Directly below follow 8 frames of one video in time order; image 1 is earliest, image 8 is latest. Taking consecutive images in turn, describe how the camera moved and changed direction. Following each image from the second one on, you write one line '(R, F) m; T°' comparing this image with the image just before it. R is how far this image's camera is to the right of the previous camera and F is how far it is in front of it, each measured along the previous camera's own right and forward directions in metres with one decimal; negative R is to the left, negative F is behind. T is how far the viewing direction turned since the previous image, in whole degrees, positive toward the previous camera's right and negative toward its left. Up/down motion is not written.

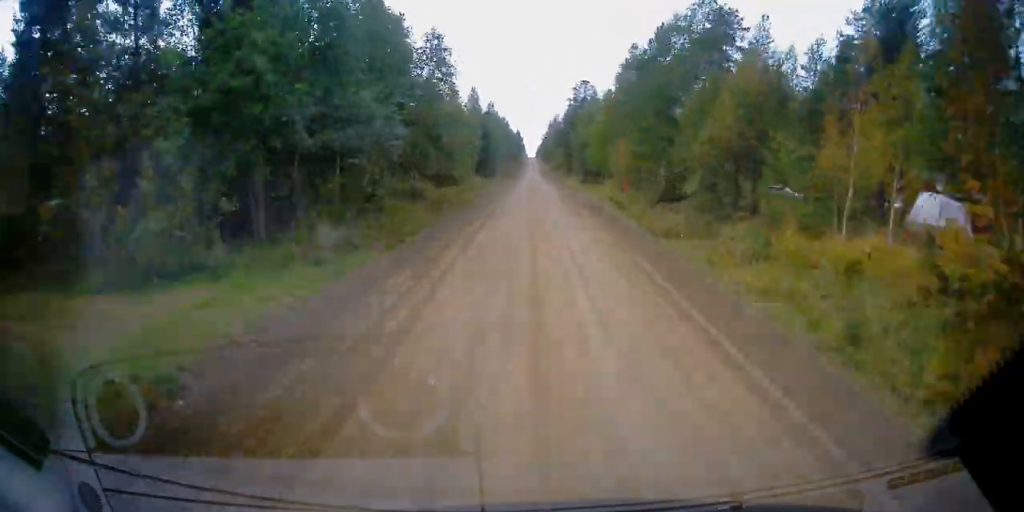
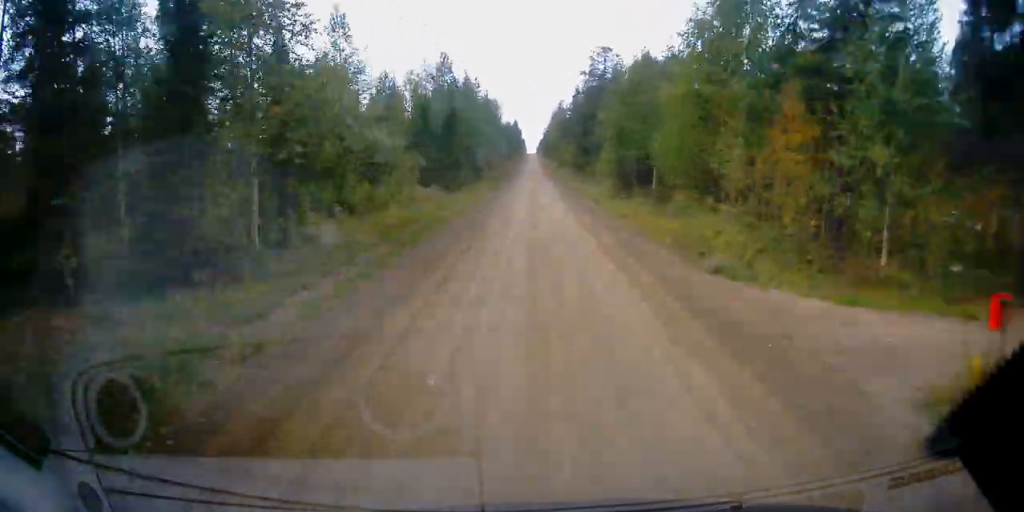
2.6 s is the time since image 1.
(-0.1, +29.8) m; 0°
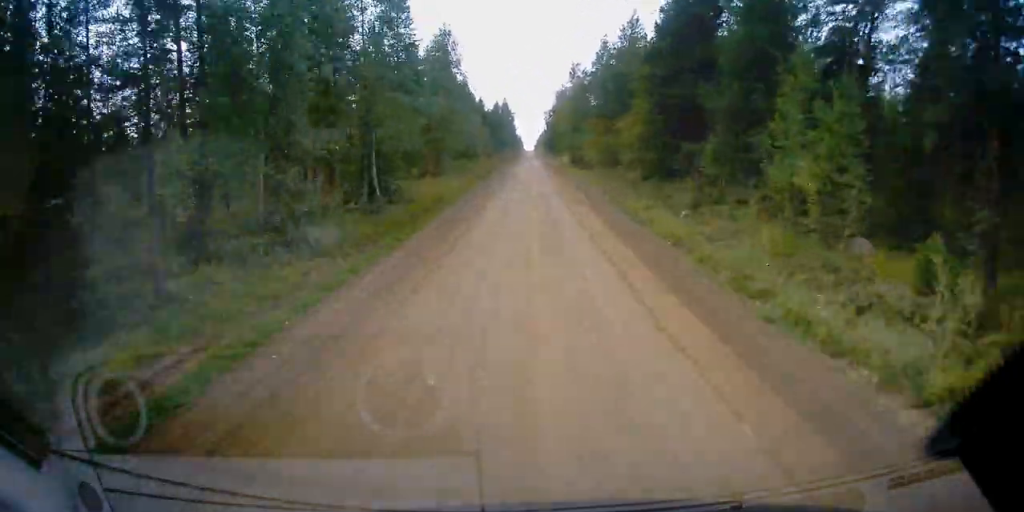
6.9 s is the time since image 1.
(-0.2, +50.3) m; 0°
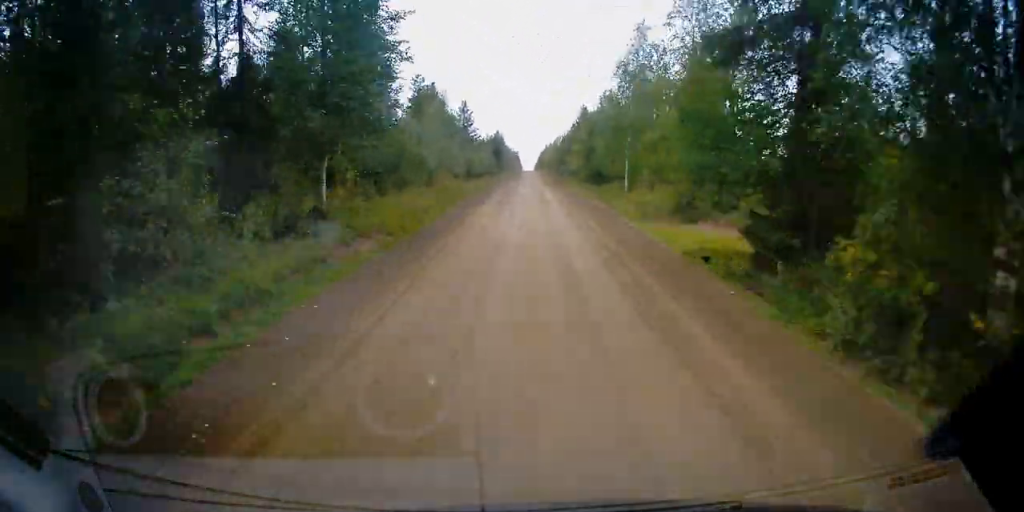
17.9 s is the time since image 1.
(+0.7, +126.6) m; +1°
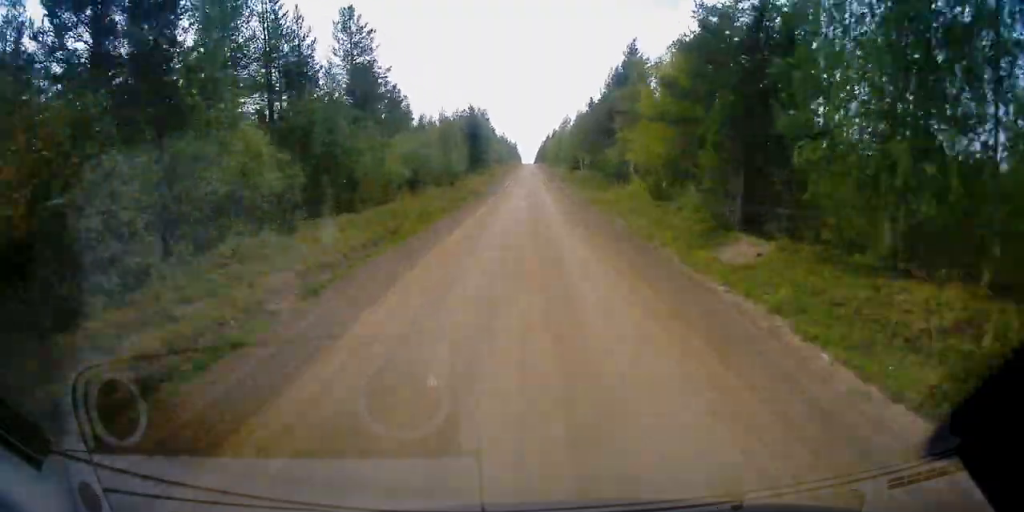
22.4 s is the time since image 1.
(-0.1, +51.2) m; 0°
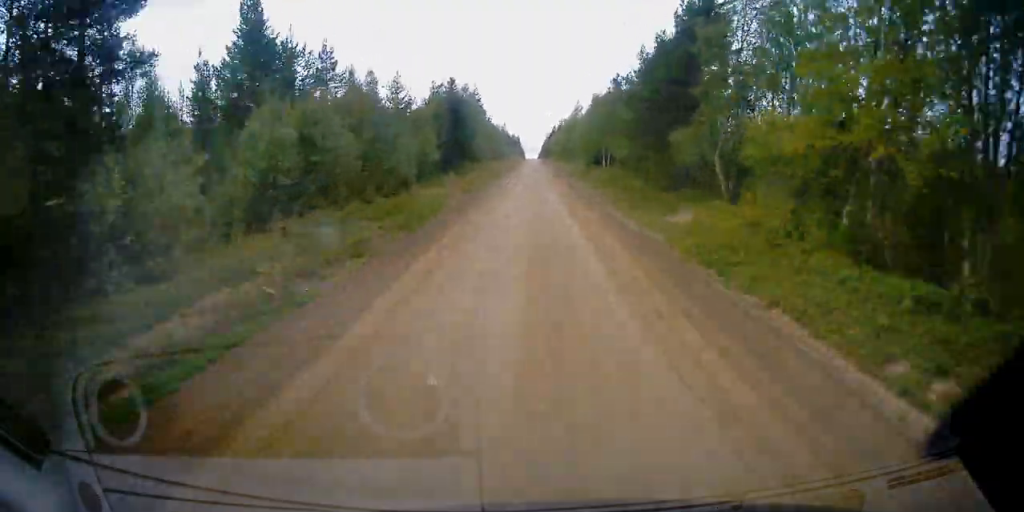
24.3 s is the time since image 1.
(0.0, +22.0) m; 0°
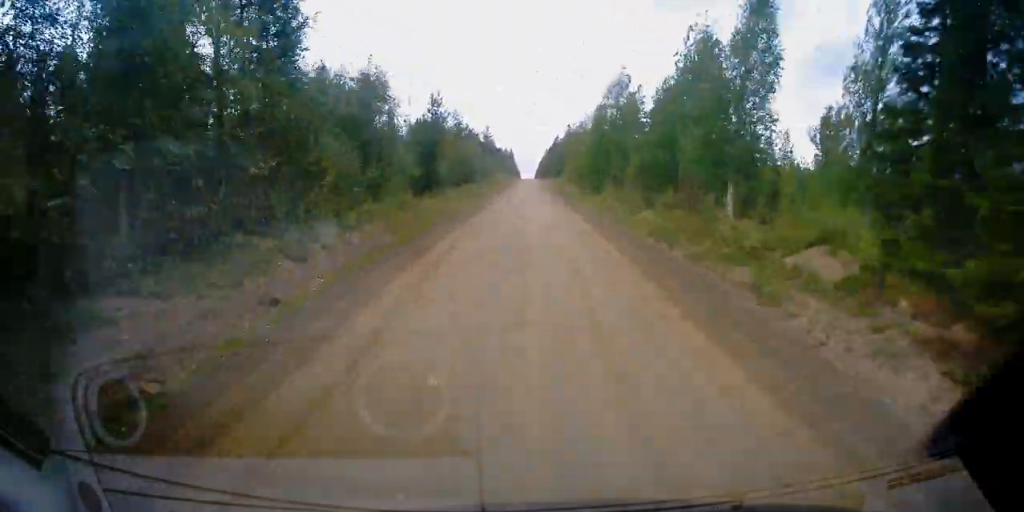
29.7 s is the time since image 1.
(-0.5, +60.4) m; 0°
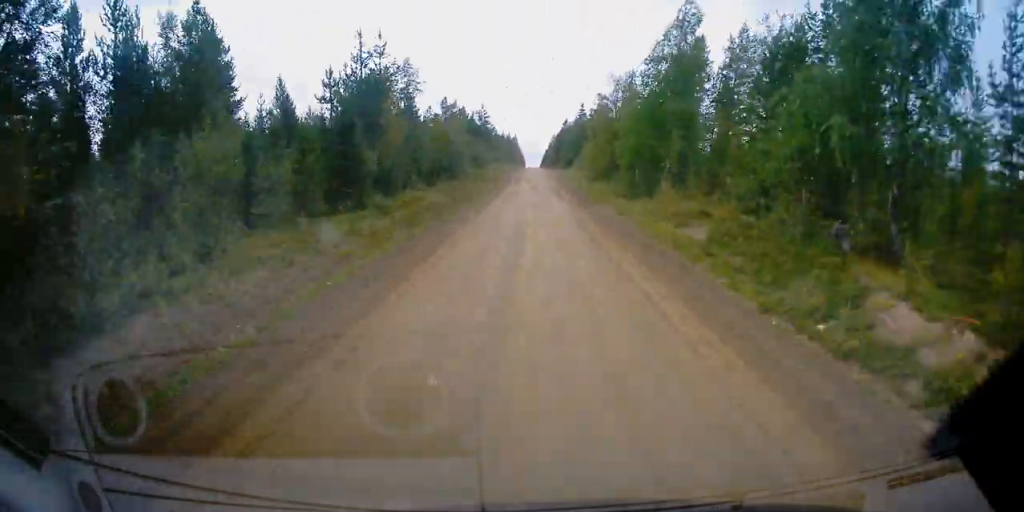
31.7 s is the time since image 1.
(0.0, +21.1) m; 0°
